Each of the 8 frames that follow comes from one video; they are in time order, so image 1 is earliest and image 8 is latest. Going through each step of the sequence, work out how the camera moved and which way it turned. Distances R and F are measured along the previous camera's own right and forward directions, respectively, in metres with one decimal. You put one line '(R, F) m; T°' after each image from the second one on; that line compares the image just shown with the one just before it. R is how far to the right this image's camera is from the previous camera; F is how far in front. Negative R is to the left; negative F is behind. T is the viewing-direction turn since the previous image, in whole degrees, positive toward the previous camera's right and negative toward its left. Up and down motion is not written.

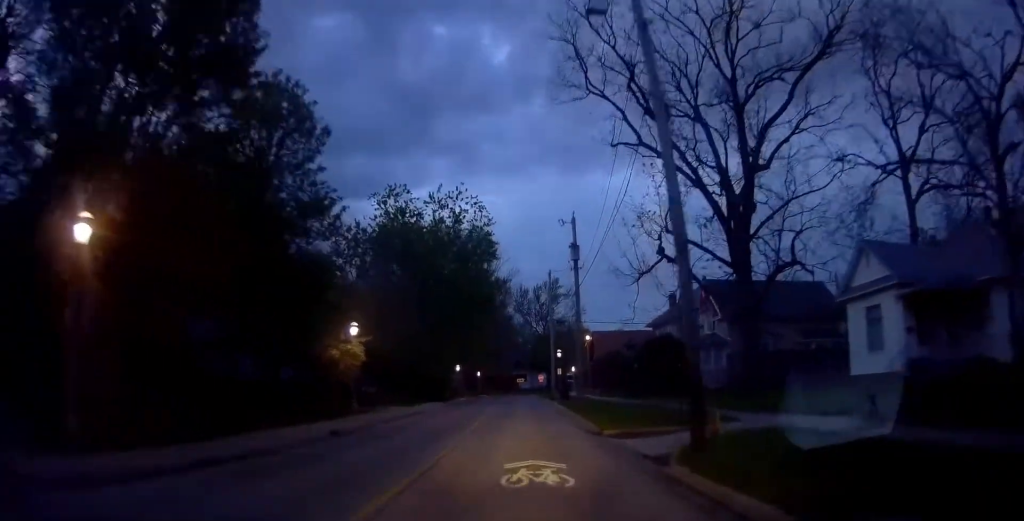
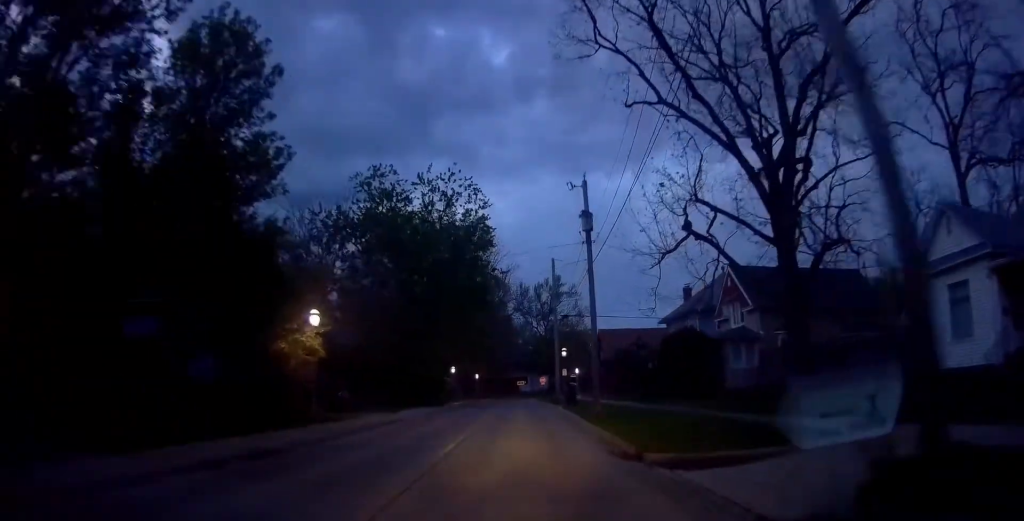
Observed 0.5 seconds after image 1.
(-0.1, +5.6) m; -1°
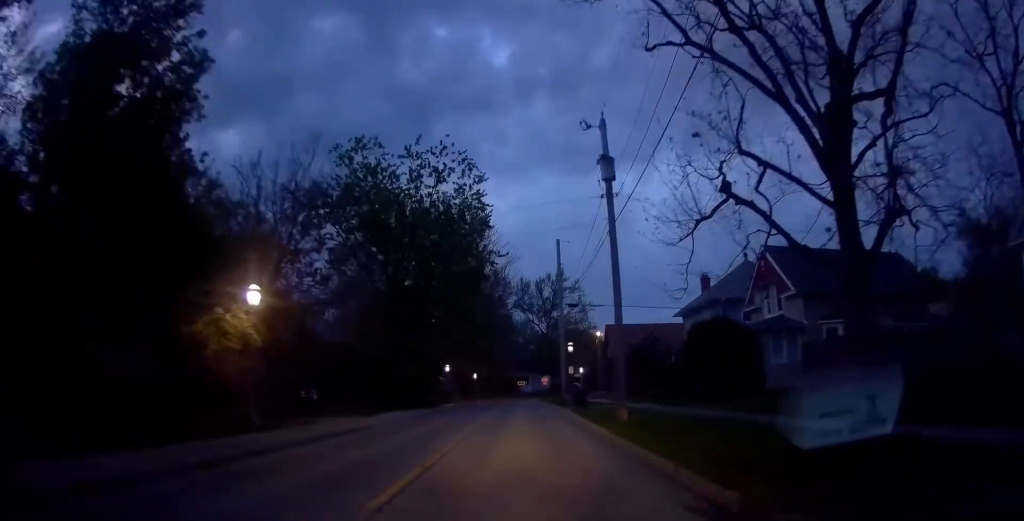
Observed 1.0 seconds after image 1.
(0.0, +5.6) m; 0°
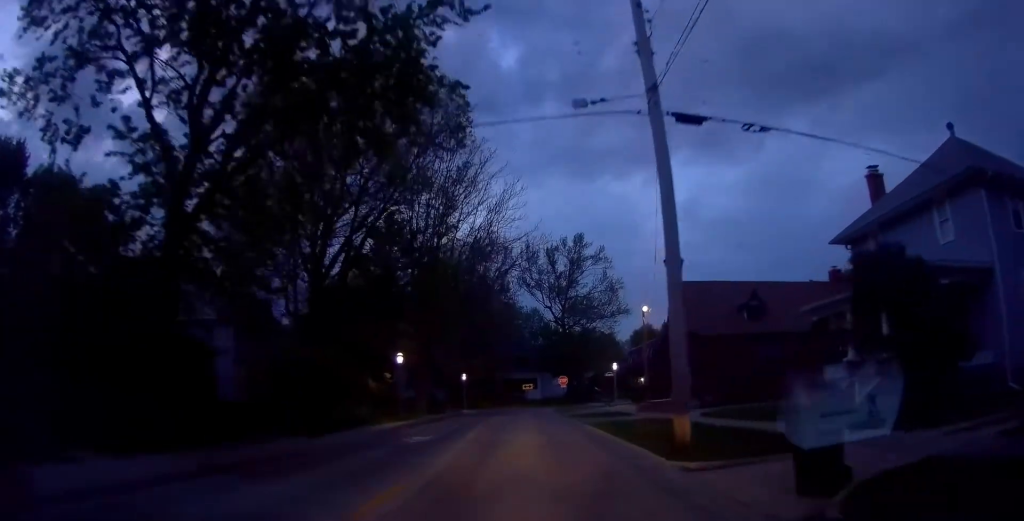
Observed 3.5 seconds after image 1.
(0.0, +27.3) m; 0°
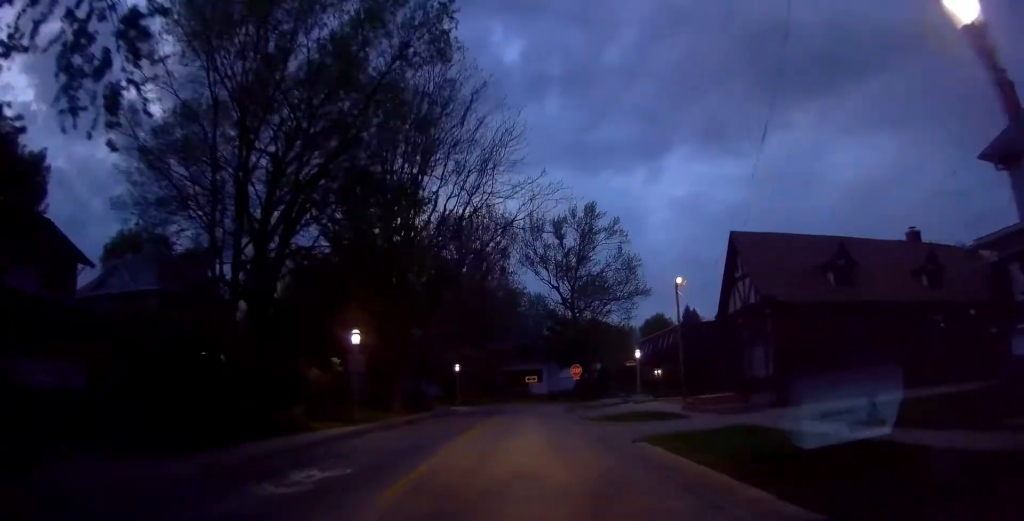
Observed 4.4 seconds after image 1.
(0.0, +10.2) m; 0°
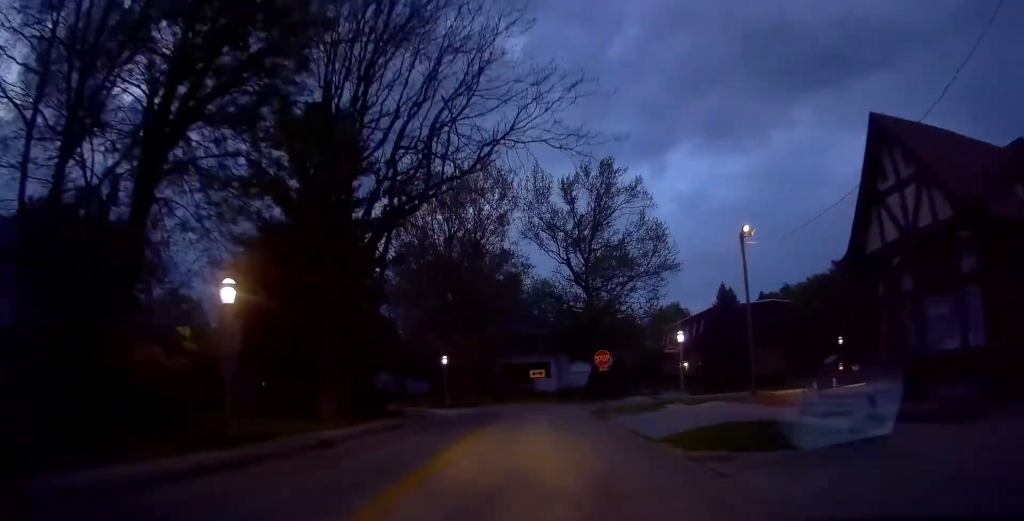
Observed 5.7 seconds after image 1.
(0.0, +12.7) m; 0°
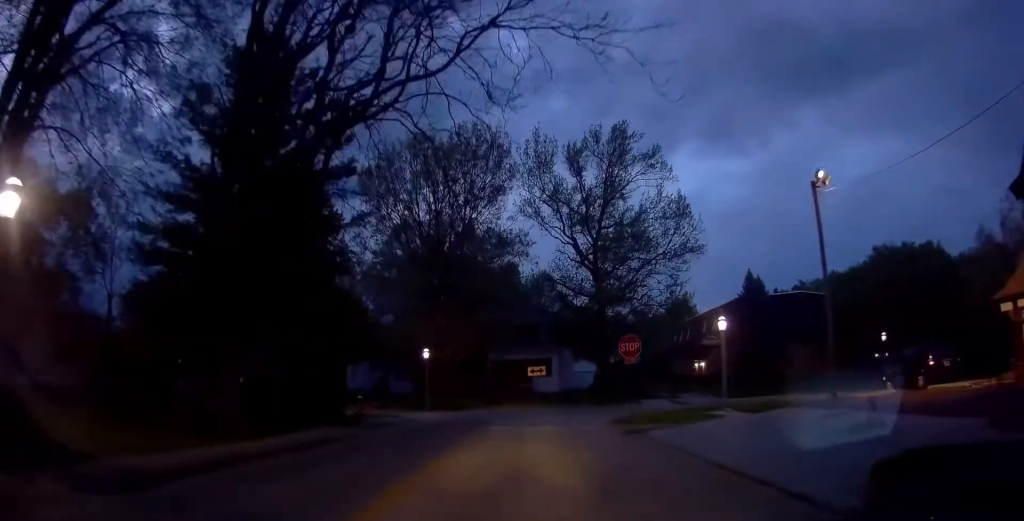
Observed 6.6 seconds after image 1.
(0.0, +8.5) m; 0°
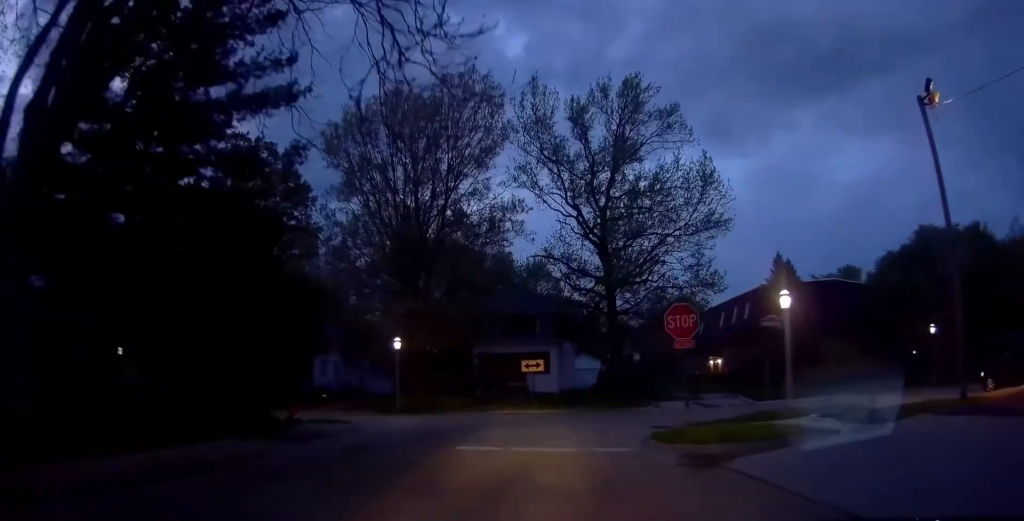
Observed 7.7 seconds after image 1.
(-0.1, +8.9) m; -3°
